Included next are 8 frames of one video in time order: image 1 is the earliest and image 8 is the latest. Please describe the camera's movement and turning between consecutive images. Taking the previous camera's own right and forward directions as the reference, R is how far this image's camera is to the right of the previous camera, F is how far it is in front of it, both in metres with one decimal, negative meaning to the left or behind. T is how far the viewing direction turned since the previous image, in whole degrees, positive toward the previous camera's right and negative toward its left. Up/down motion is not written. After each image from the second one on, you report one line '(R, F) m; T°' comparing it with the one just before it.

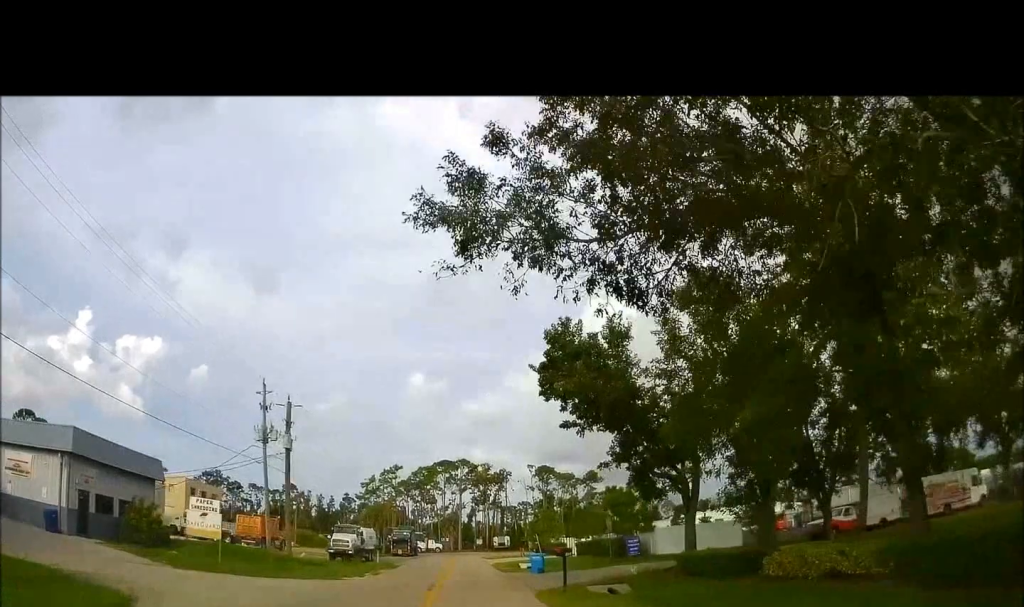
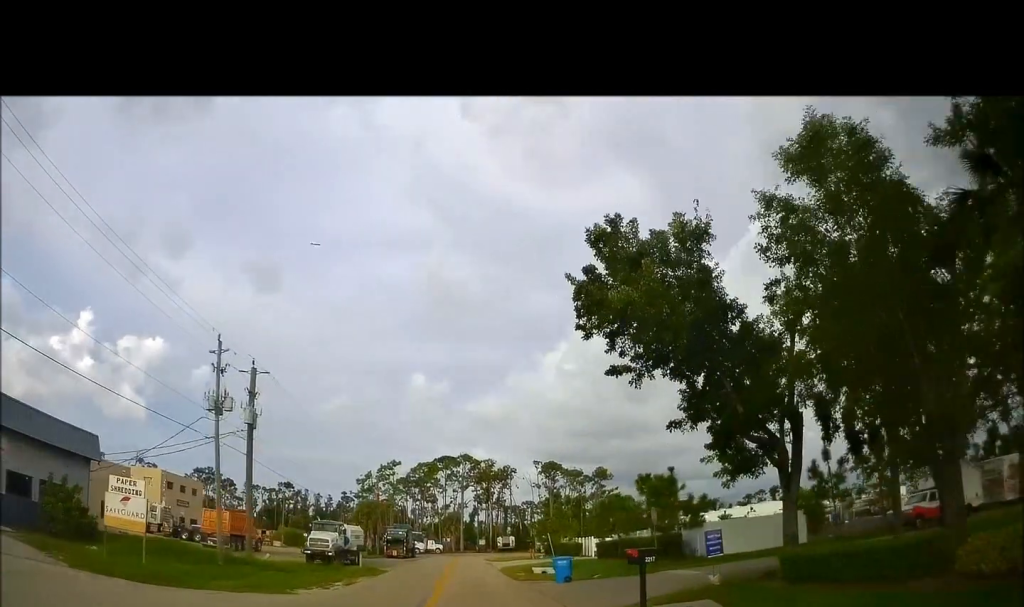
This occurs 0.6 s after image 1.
(0.0, +7.6) m; 0°
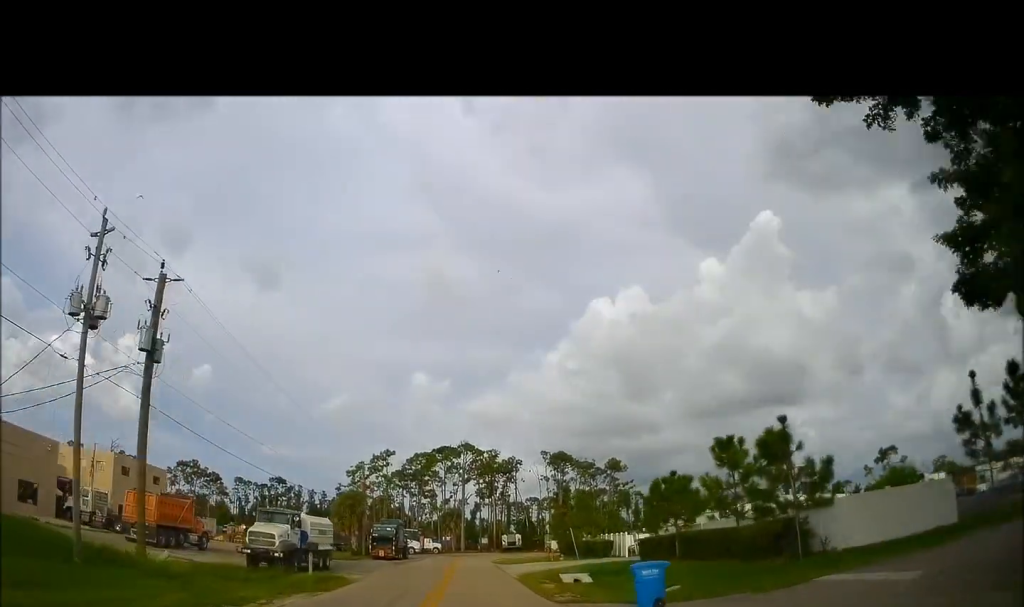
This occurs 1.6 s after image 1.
(0.0, +11.5) m; -2°
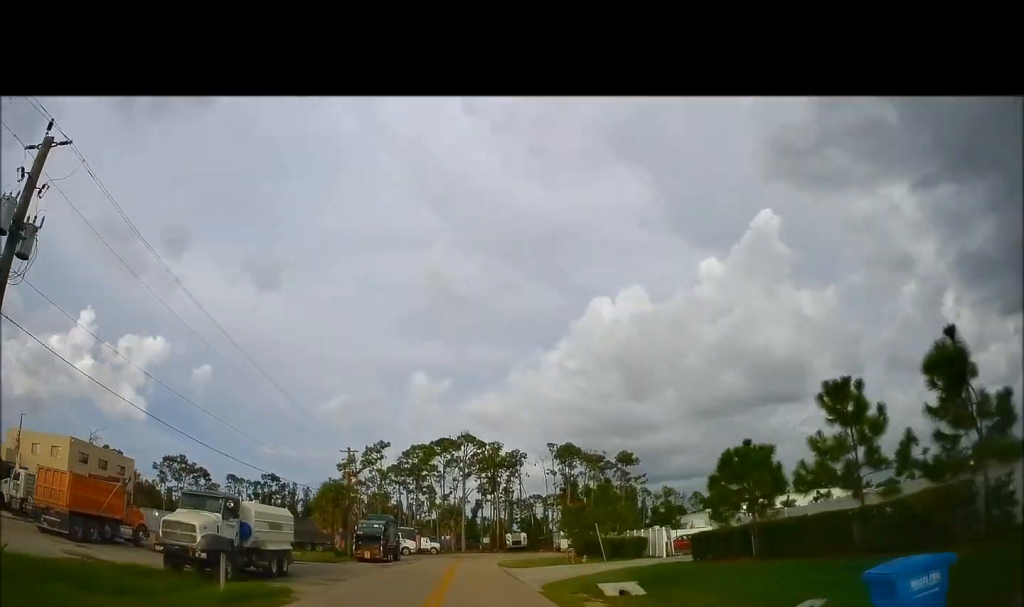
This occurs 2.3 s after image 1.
(-0.1, +8.5) m; -1°
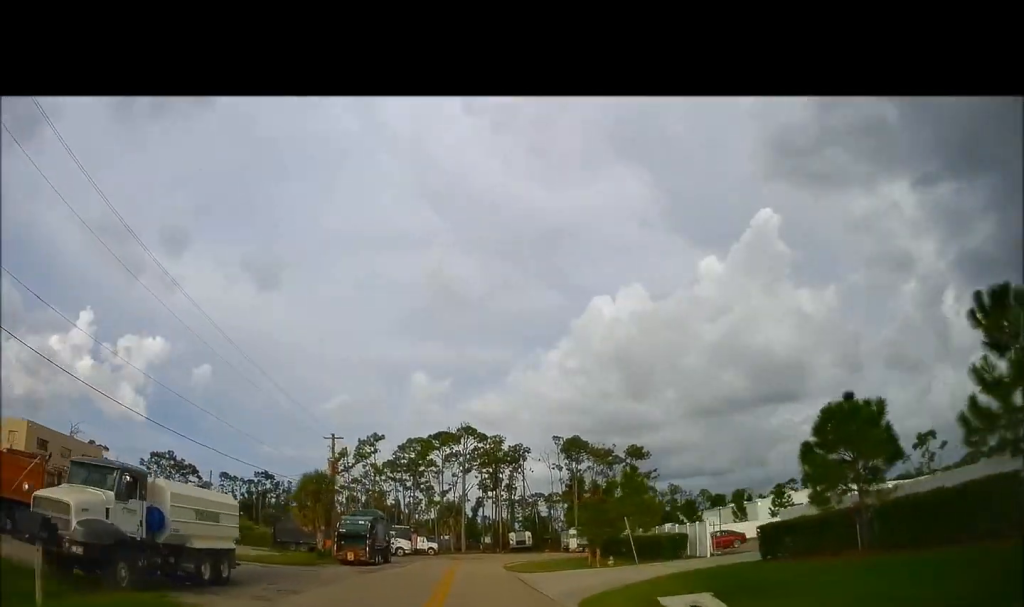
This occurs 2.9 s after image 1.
(-0.3, +6.9) m; 0°
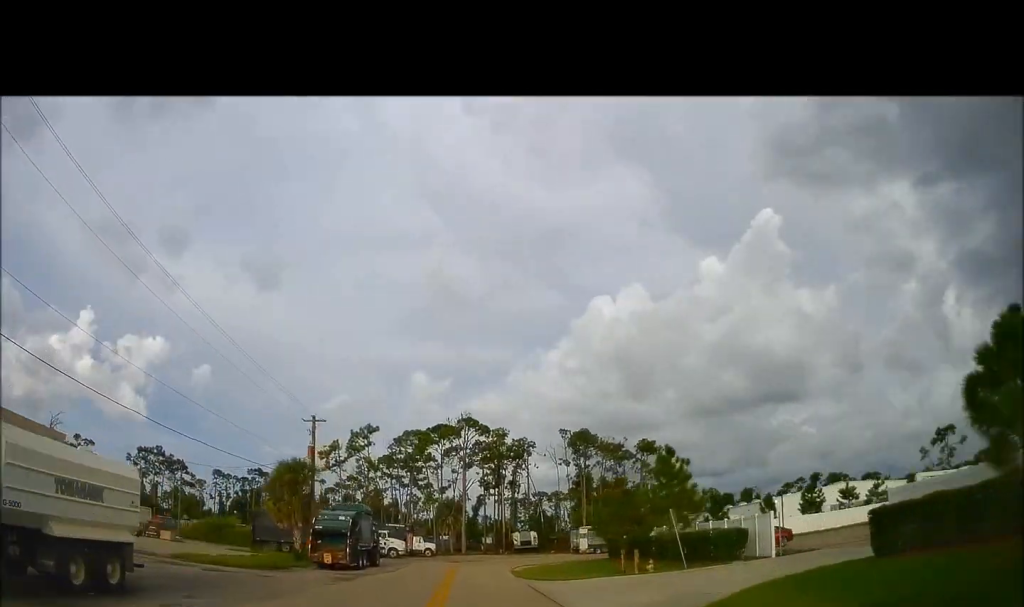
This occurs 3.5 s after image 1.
(+0.3, +6.8) m; +2°
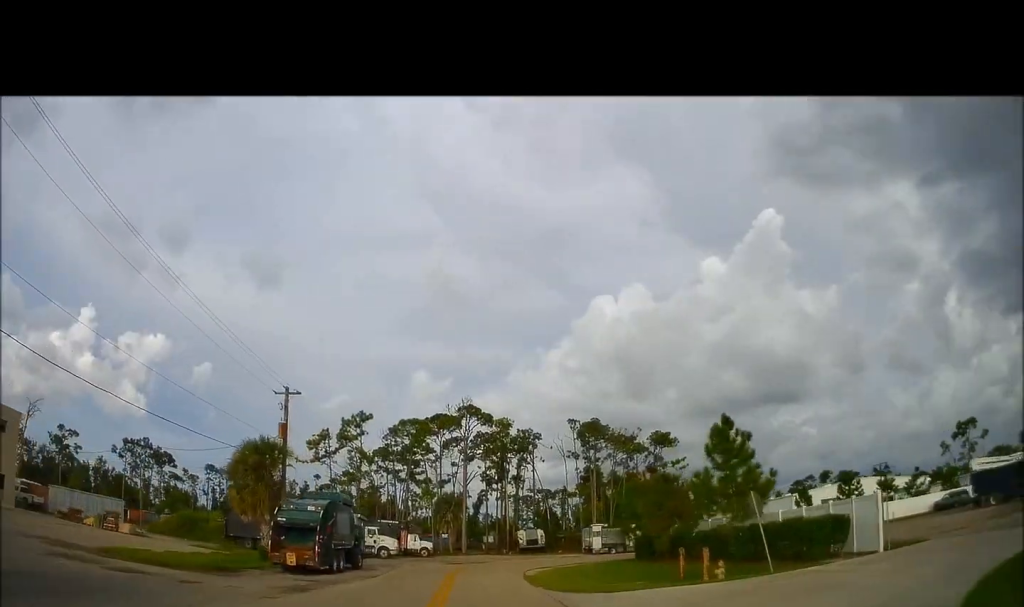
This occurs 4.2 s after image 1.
(+0.2, +7.2) m; +1°
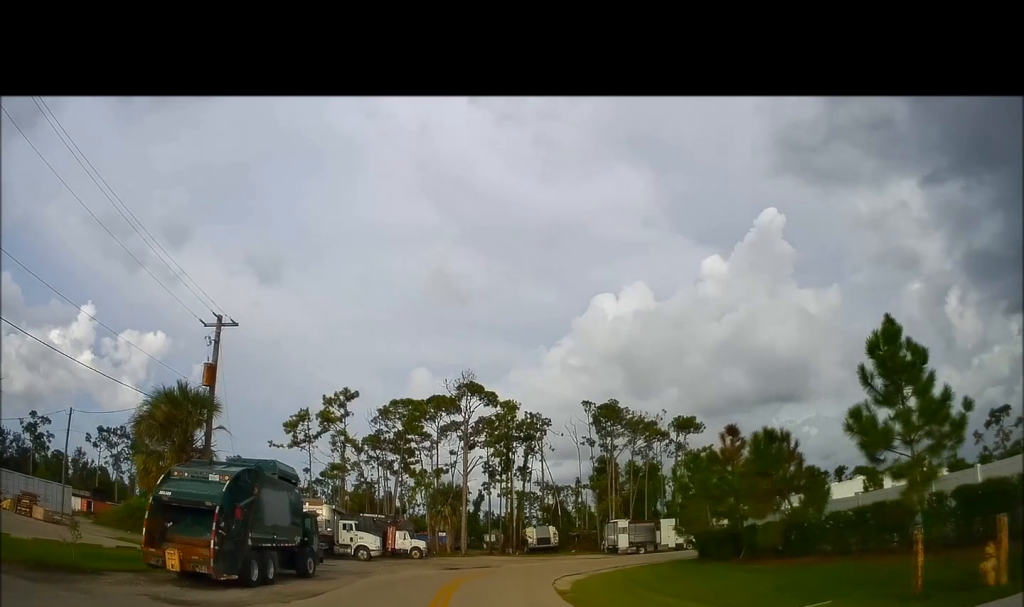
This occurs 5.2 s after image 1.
(0.0, +11.1) m; -1°
